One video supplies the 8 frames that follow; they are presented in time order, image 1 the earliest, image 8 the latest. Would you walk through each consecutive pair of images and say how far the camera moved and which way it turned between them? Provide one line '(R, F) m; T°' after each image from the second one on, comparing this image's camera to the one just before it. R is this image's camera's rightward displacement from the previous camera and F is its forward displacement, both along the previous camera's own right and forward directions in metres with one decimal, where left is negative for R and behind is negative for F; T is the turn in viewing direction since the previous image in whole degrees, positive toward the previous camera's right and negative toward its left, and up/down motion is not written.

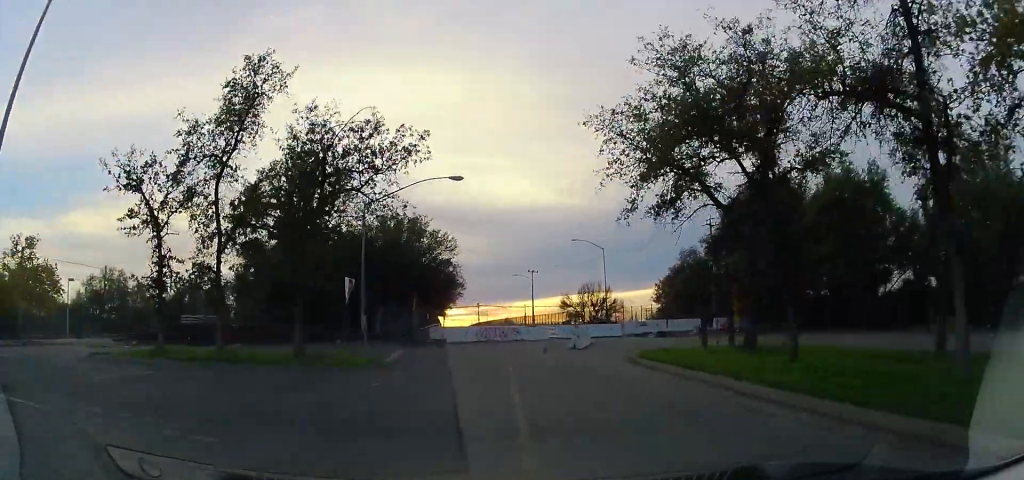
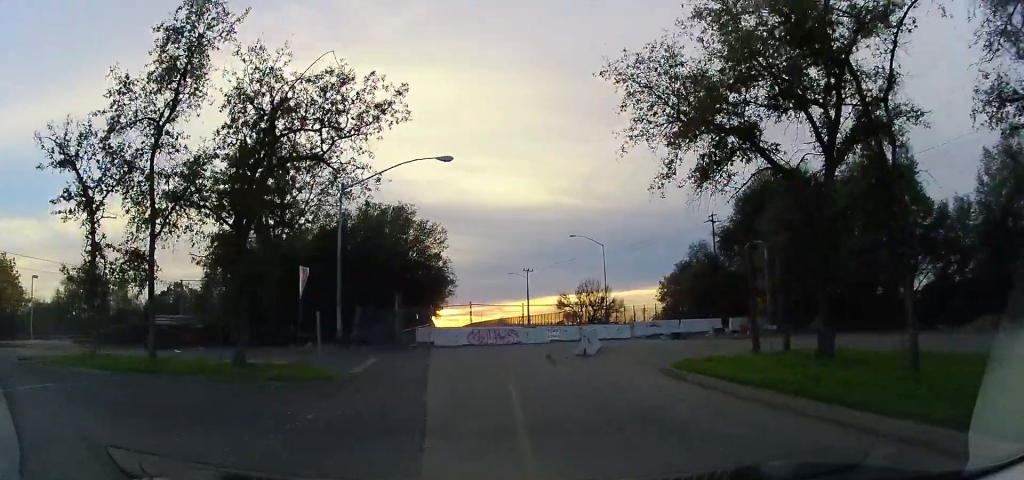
(-0.1, +4.0) m; +1°
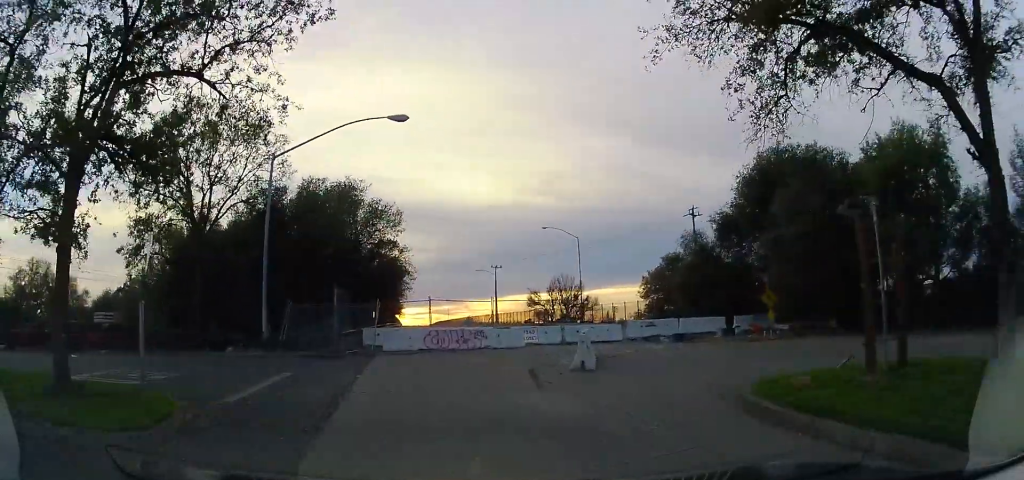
(+0.3, +6.1) m; +2°
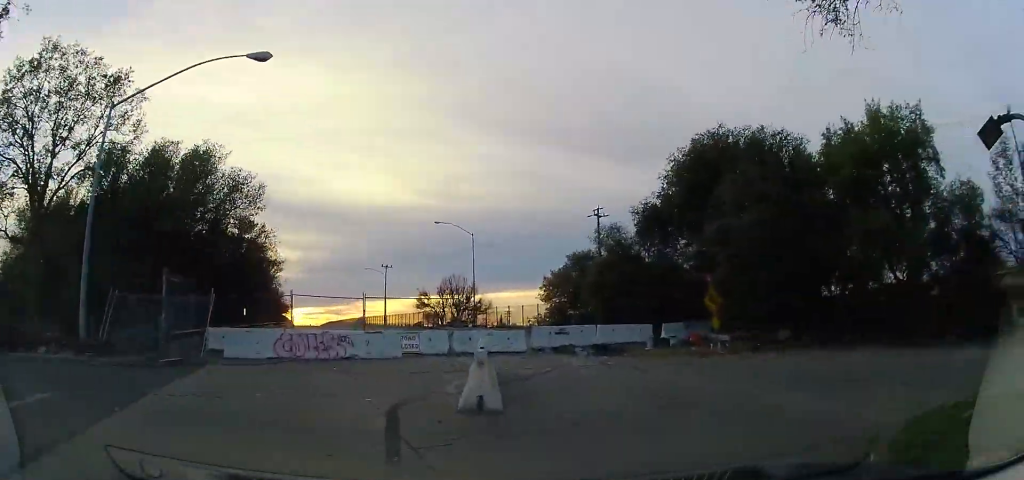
(-0.1, +6.2) m; +9°
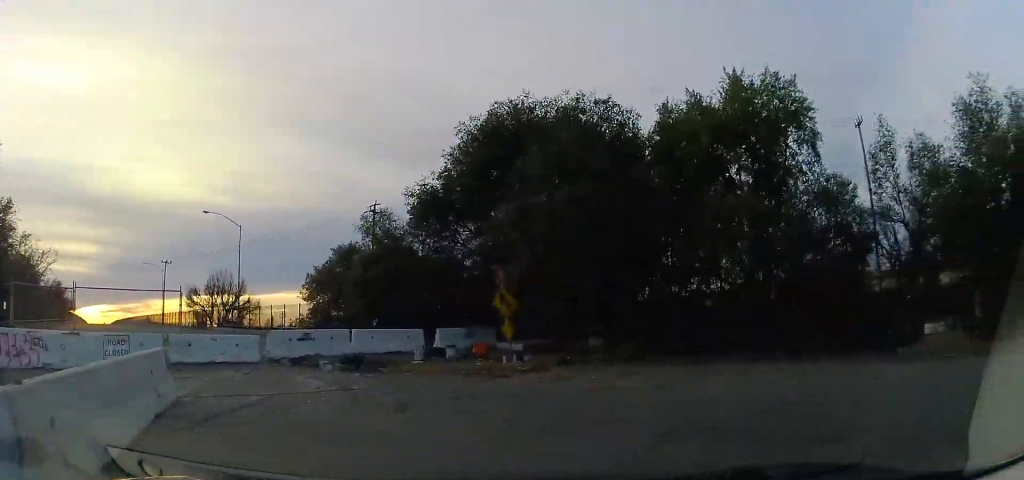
(+1.5, +5.5) m; +36°
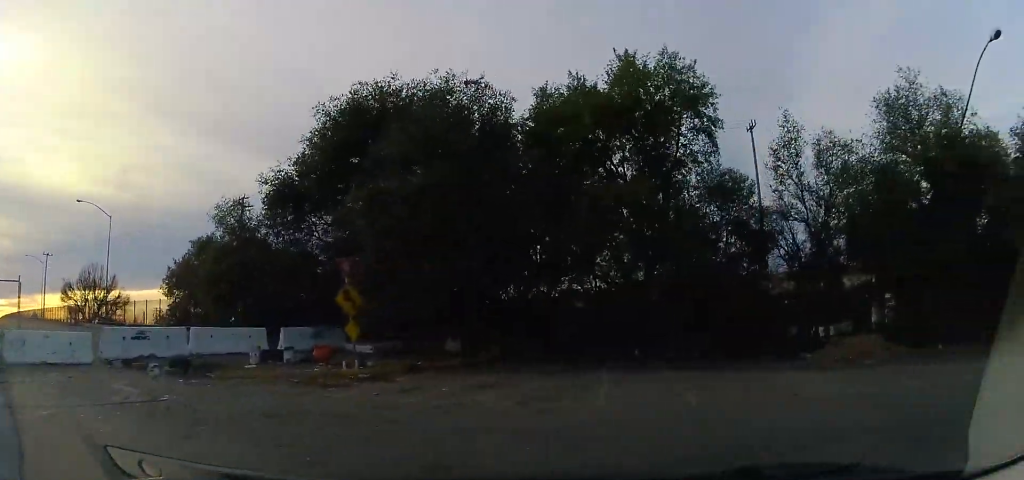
(+0.5, +2.1) m; +17°
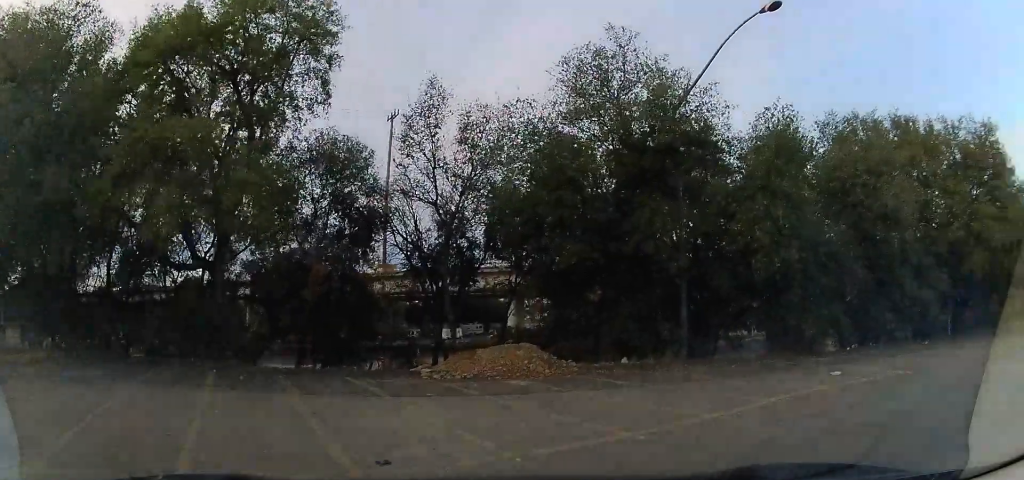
(+1.4, +4.2) m; +37°
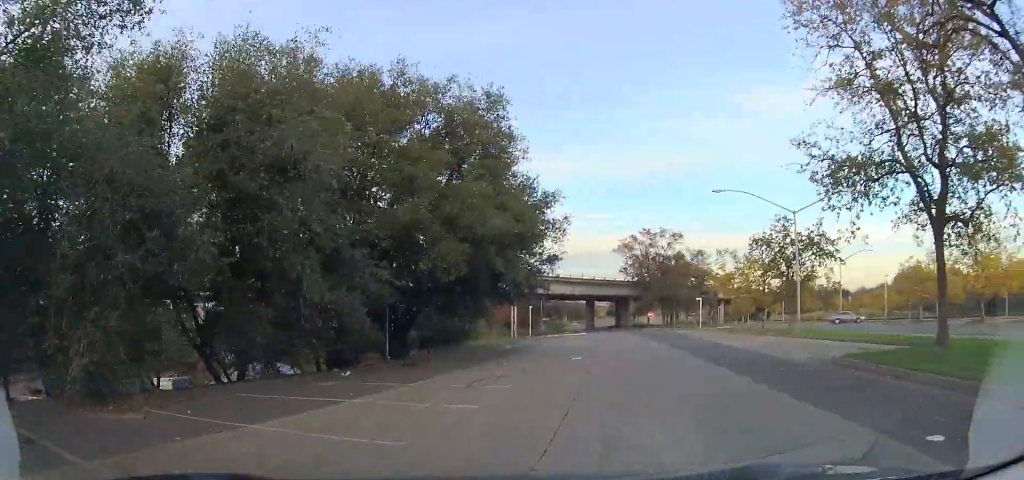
(+3.8, +7.2) m; +51°
